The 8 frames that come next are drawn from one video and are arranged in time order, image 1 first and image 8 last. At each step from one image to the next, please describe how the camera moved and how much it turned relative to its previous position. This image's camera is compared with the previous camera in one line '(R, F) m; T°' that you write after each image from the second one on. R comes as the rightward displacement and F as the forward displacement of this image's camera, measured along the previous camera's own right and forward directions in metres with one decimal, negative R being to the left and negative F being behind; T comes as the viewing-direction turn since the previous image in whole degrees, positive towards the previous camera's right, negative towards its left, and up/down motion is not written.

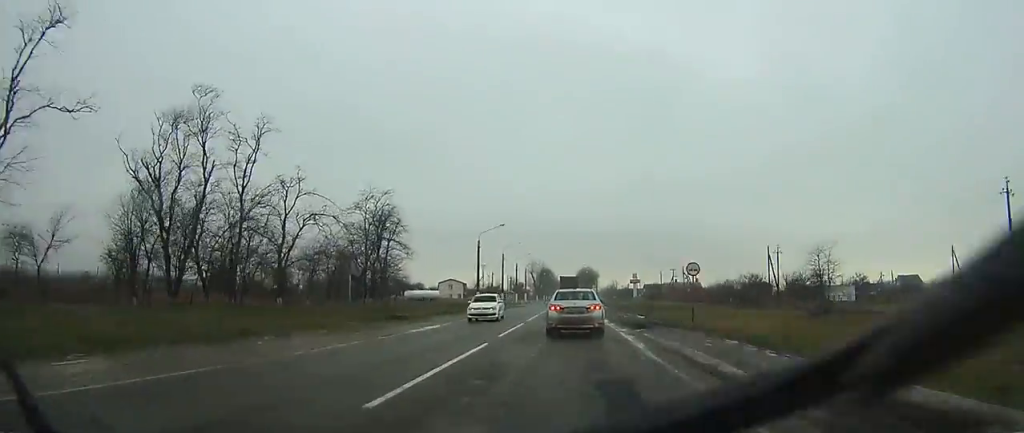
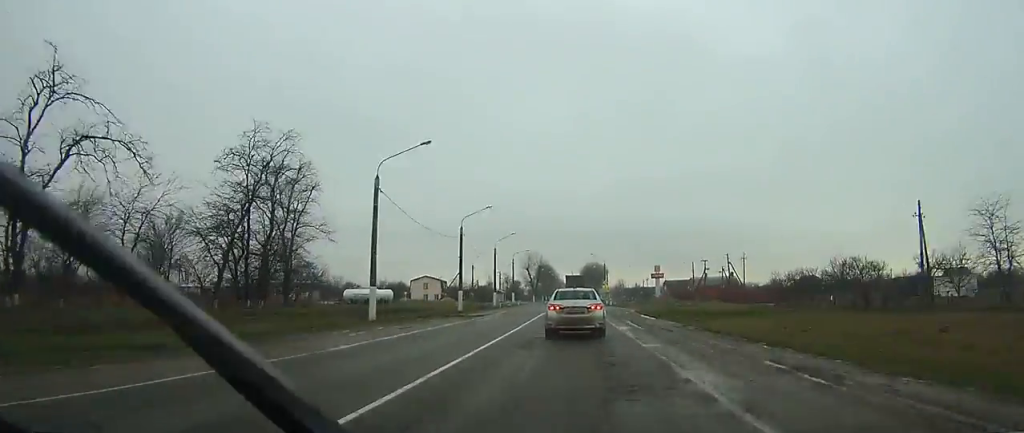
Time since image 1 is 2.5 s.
(+0.2, +39.5) m; +1°
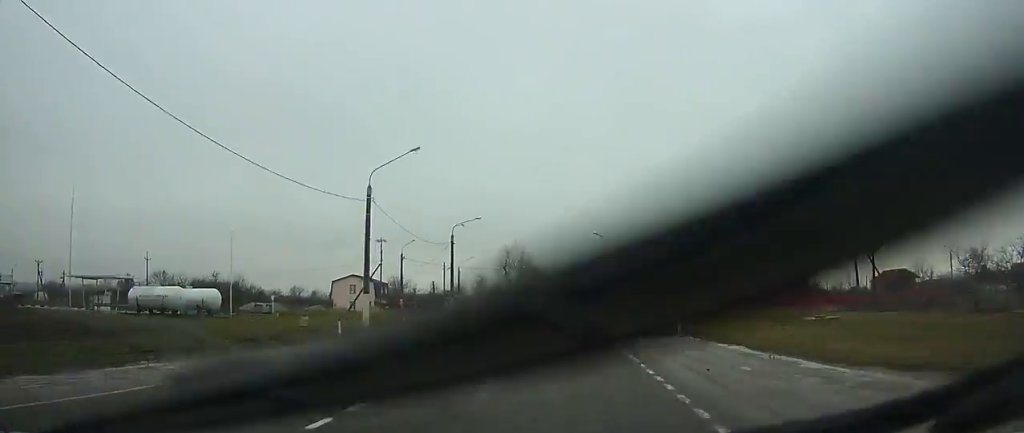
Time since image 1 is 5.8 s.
(+0.1, +51.7) m; -1°
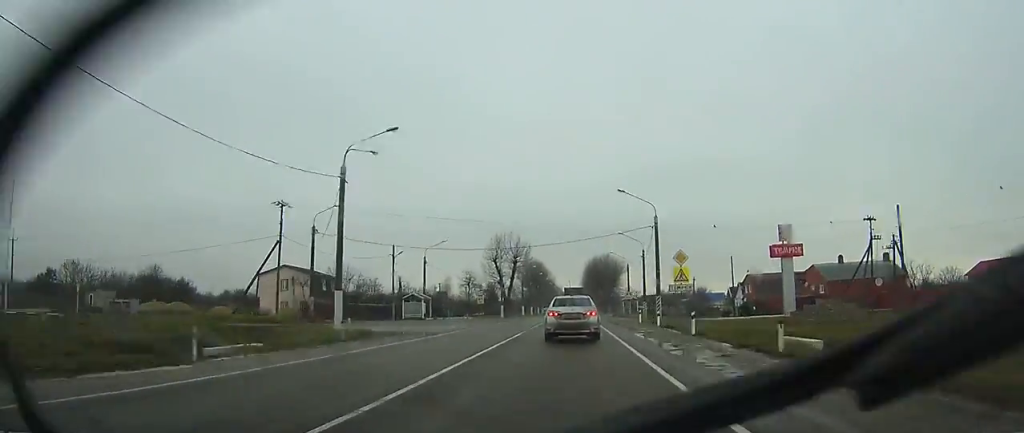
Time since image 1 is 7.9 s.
(-0.3, +31.6) m; -1°
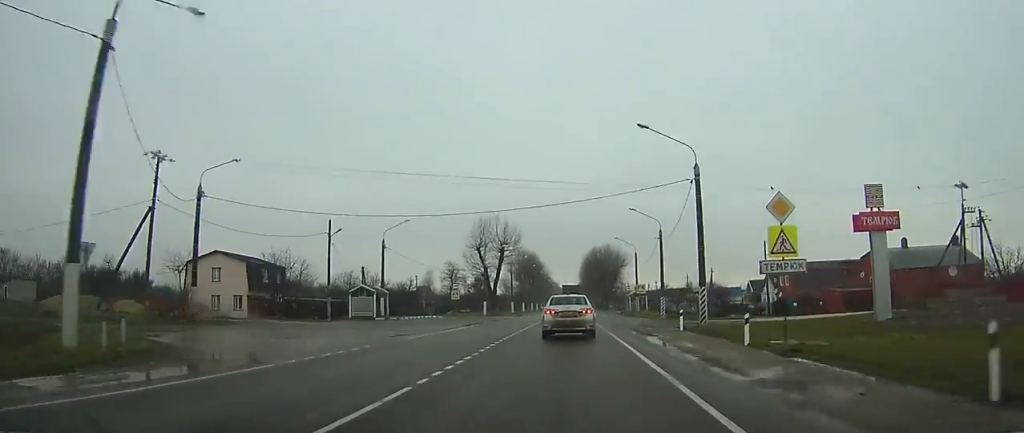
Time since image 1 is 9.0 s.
(0.0, +17.4) m; 0°
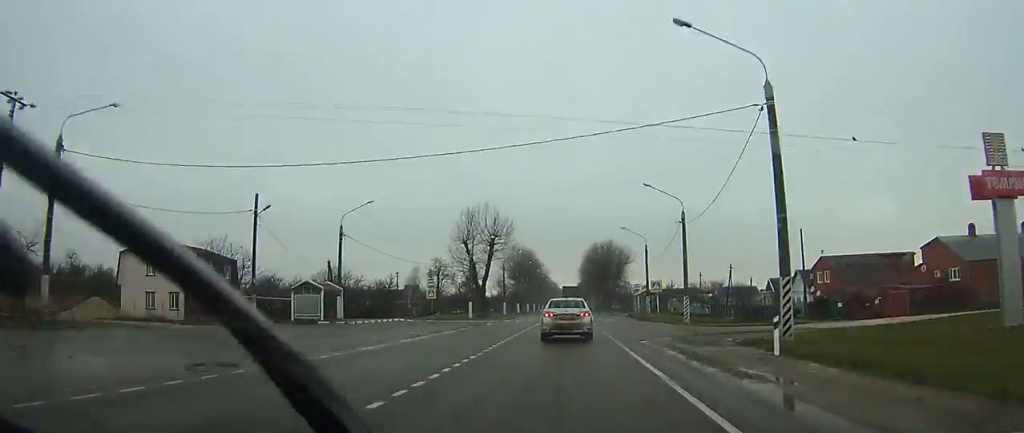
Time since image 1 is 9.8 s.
(0.0, +12.3) m; 0°
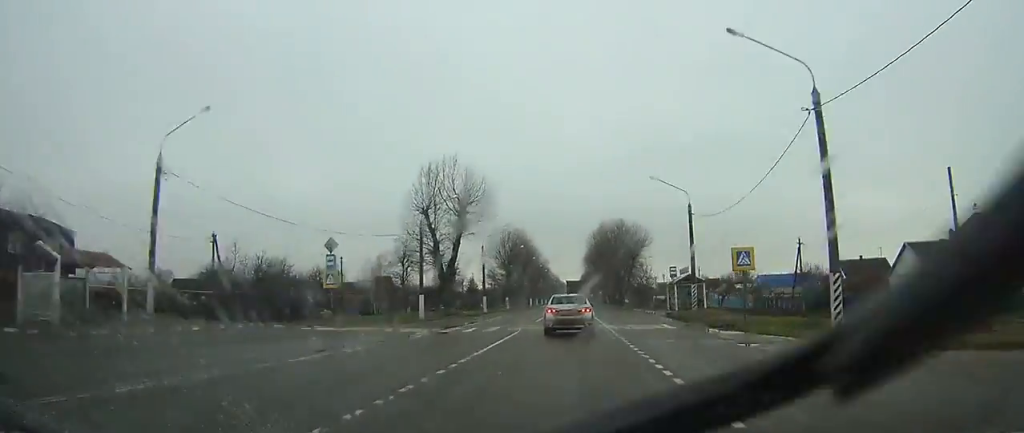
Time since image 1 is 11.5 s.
(-0.1, +25.9) m; 0°
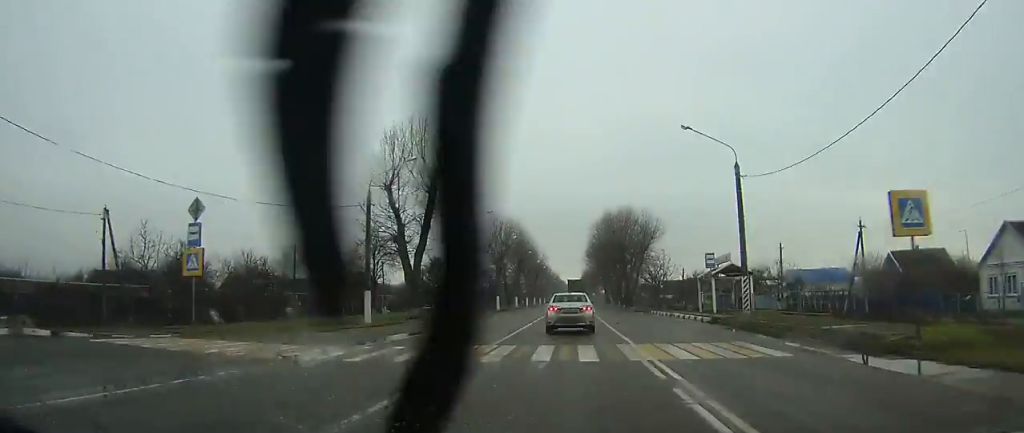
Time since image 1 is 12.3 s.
(0.0, +13.6) m; 0°
